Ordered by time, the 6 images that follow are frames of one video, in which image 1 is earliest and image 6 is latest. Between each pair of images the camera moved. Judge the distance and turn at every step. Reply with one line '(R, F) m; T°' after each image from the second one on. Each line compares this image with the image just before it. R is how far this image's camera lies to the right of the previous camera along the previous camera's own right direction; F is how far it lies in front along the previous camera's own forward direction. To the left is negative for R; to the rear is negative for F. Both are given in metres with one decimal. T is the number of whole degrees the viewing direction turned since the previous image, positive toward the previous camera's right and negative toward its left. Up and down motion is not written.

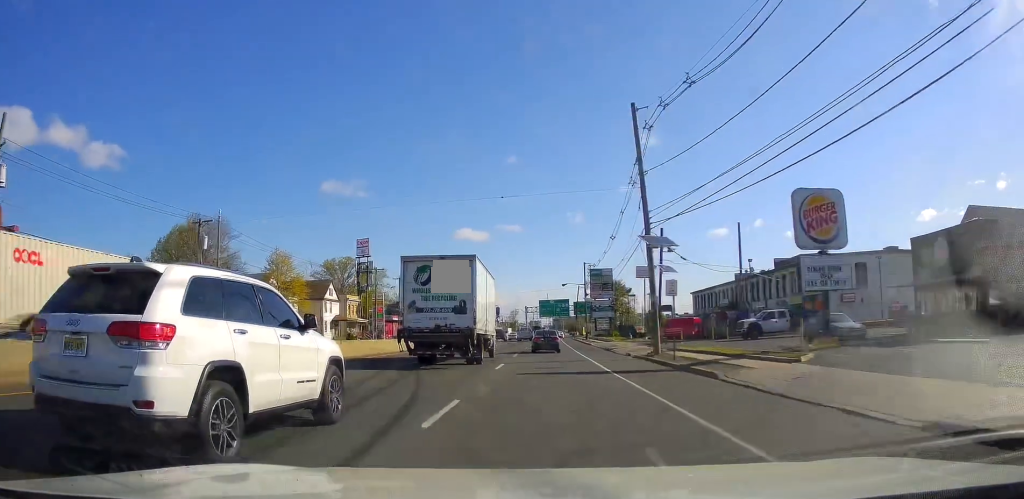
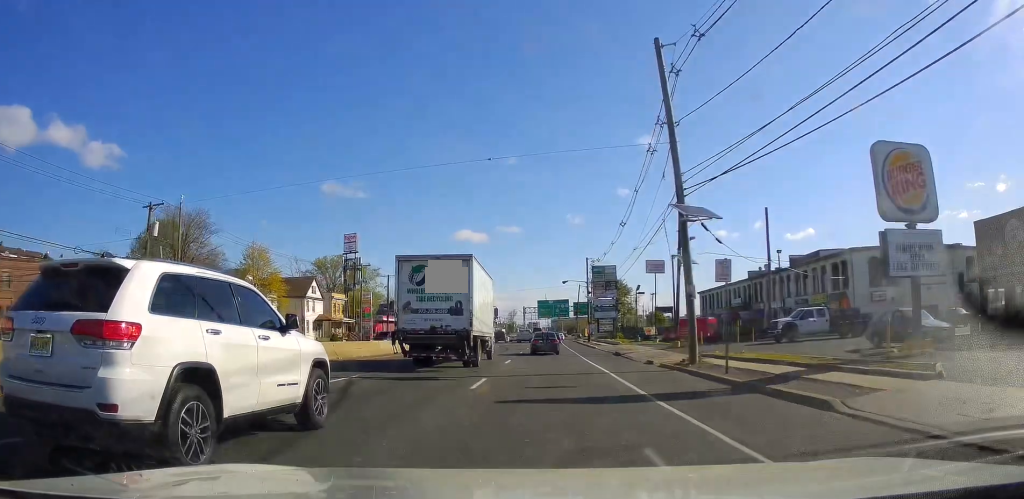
(-0.1, +6.7) m; -1°
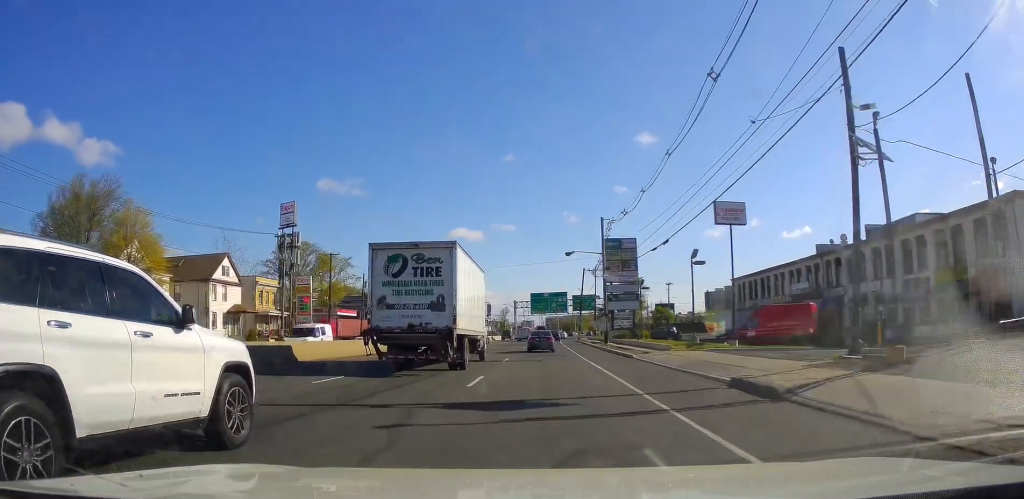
(-0.2, +25.0) m; +1°
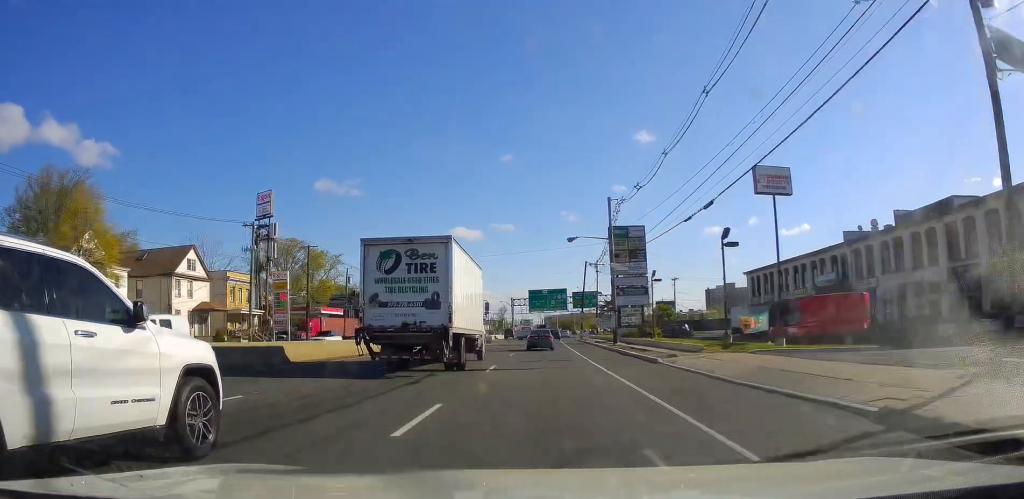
(+0.1, +6.6) m; 0°
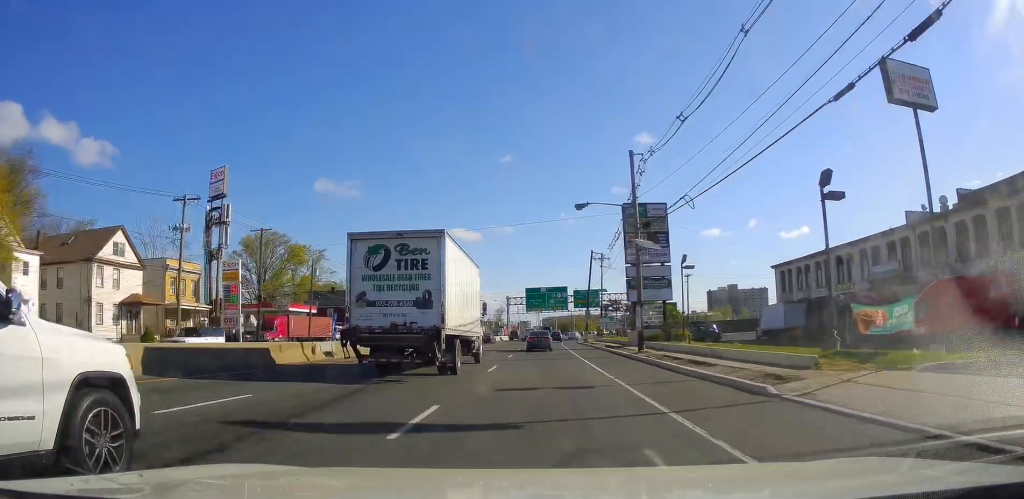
(+0.1, +11.4) m; 0°
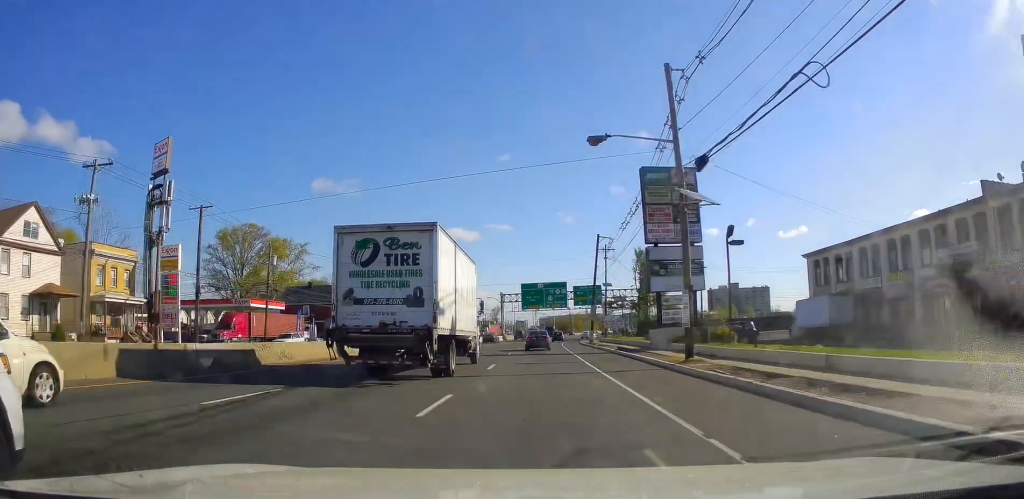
(0.0, +10.7) m; 0°
